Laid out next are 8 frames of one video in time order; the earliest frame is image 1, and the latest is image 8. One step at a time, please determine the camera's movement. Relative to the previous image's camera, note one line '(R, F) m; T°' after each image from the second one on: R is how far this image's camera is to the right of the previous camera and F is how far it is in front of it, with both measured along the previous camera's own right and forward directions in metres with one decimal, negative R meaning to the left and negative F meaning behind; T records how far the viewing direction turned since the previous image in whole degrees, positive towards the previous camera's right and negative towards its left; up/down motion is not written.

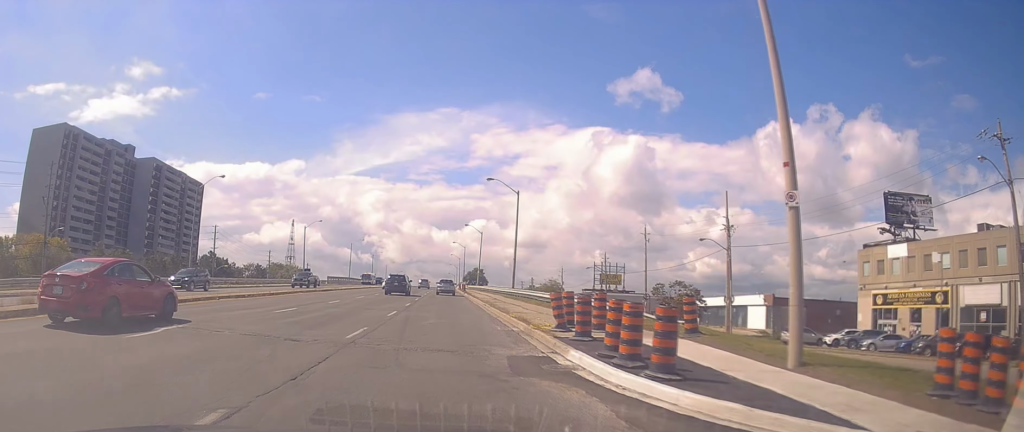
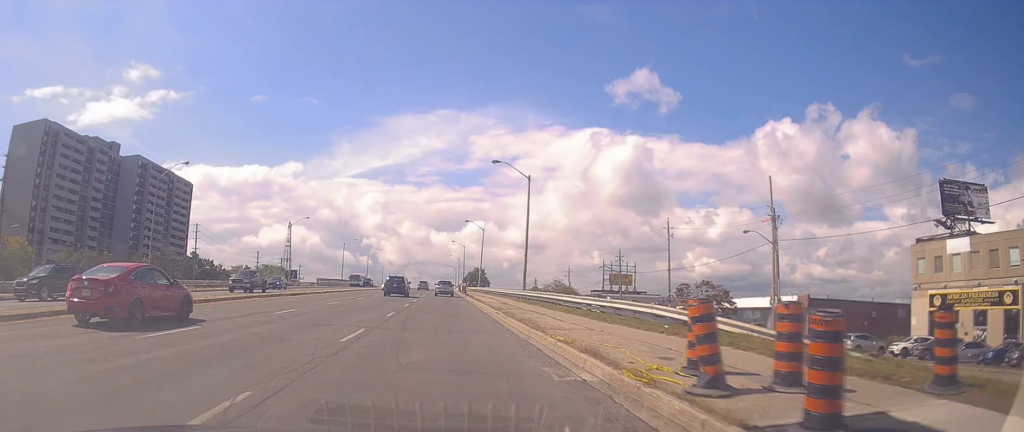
(+0.4, +8.8) m; 0°
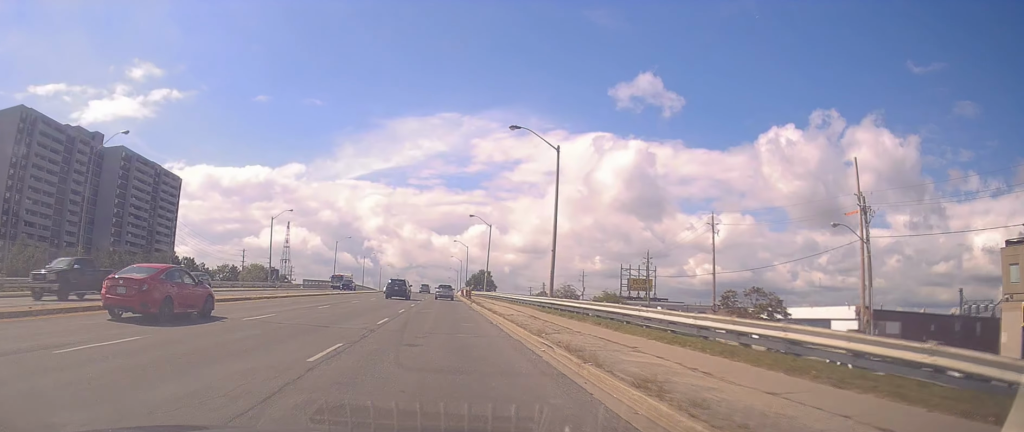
(-0.5, +11.7) m; -1°
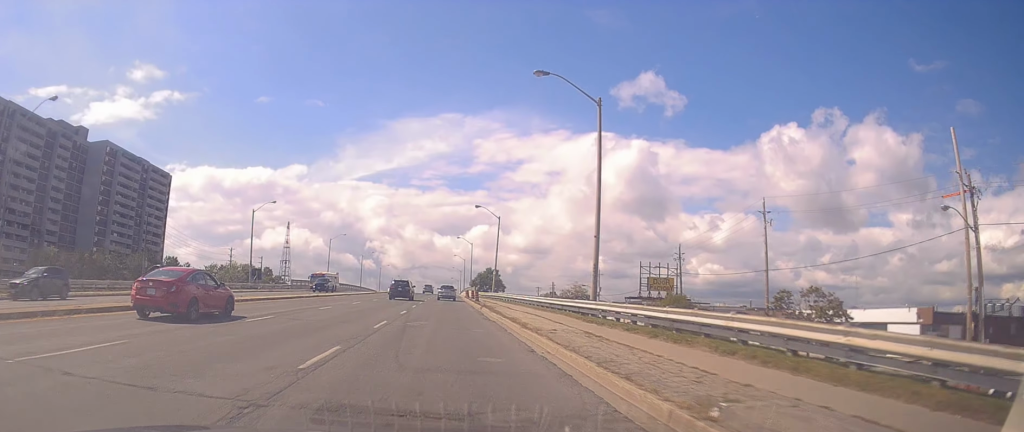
(0.0, +9.9) m; +1°
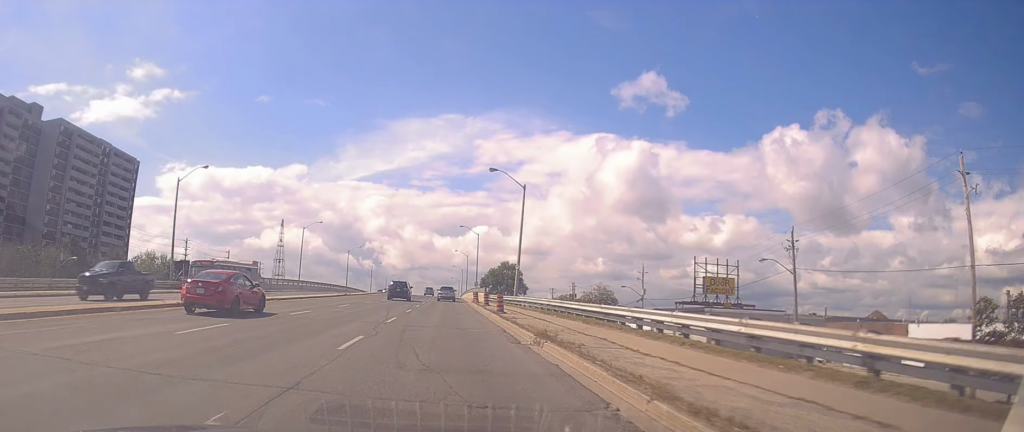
(+0.6, +23.3) m; +1°
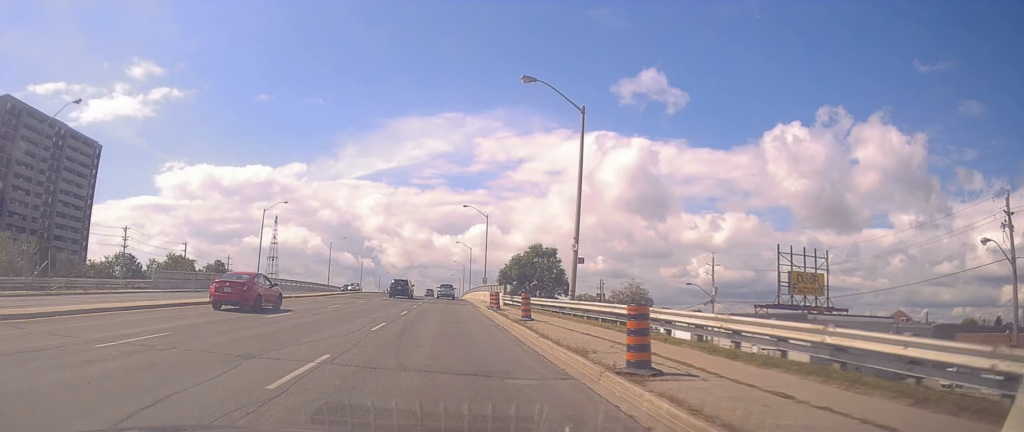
(-0.1, +22.0) m; -1°
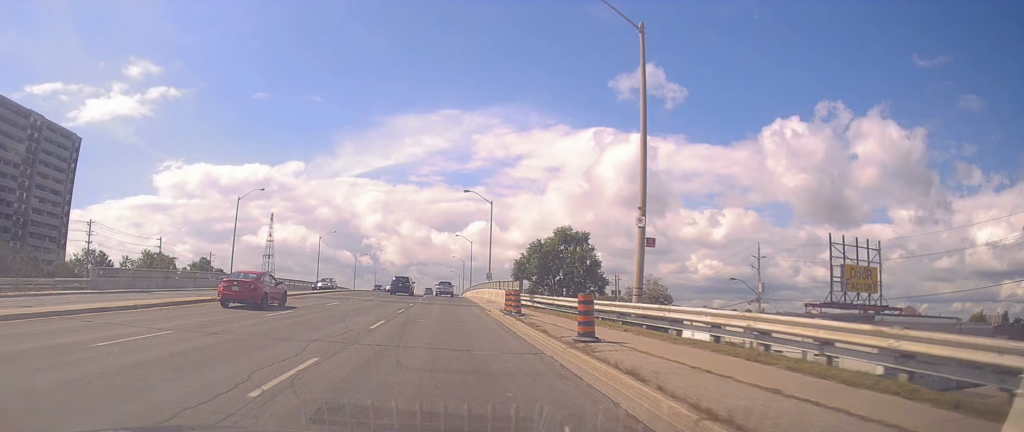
(+0.3, +9.5) m; -1°
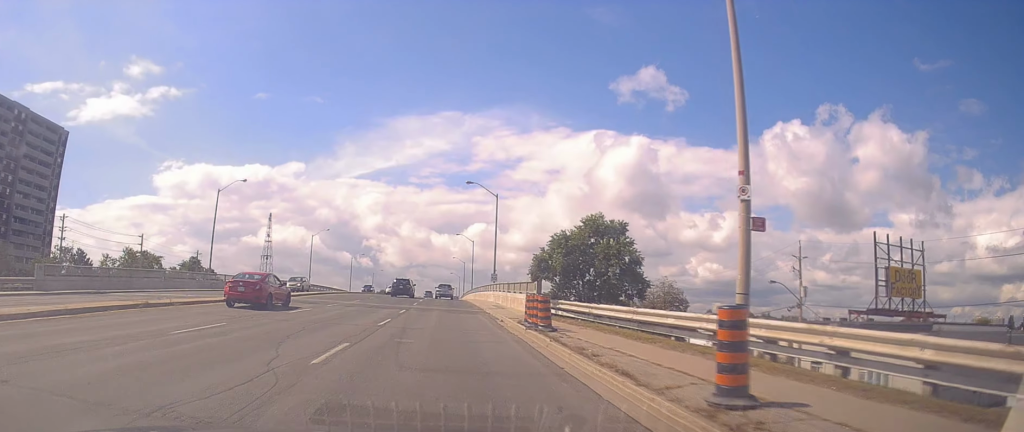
(-0.5, +6.6) m; 0°
